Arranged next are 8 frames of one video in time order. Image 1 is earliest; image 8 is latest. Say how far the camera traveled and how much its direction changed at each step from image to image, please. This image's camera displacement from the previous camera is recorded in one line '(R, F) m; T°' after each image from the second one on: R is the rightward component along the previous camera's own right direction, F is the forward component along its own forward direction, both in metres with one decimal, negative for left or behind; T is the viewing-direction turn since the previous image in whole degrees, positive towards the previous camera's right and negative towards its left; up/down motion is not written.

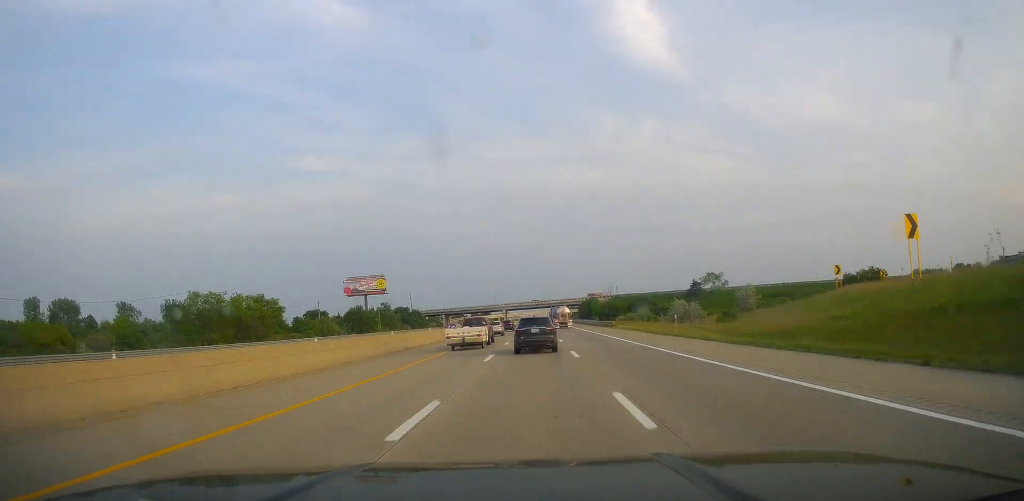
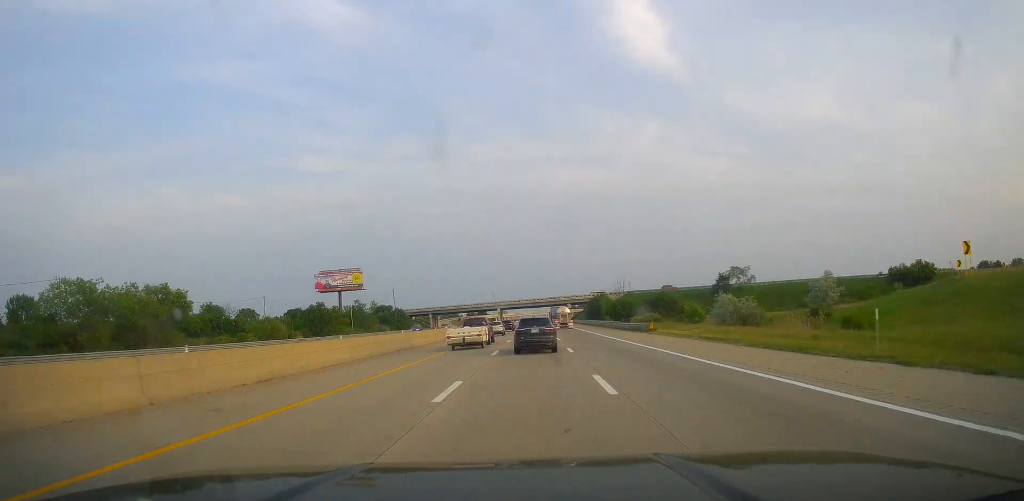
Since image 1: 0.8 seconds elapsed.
(0.0, +26.5) m; 0°
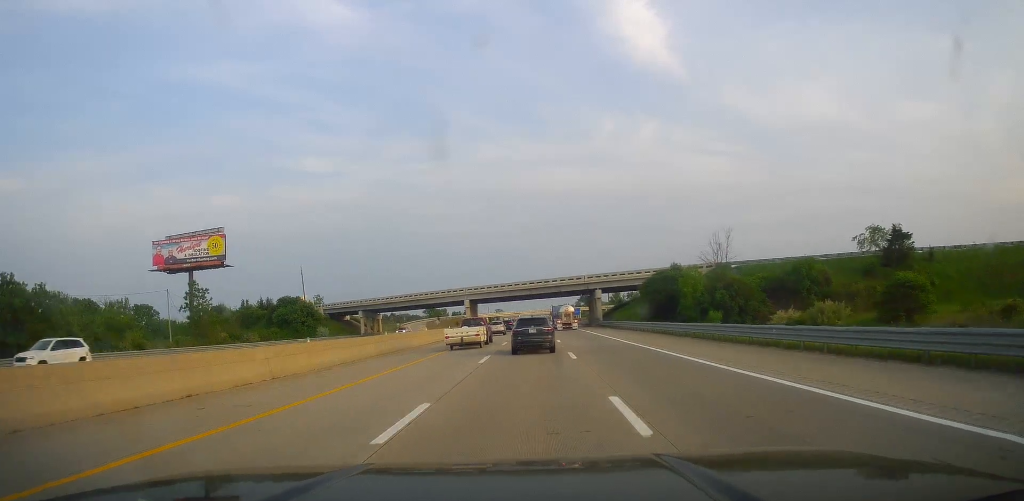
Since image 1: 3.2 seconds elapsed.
(0.0, +80.6) m; 0°
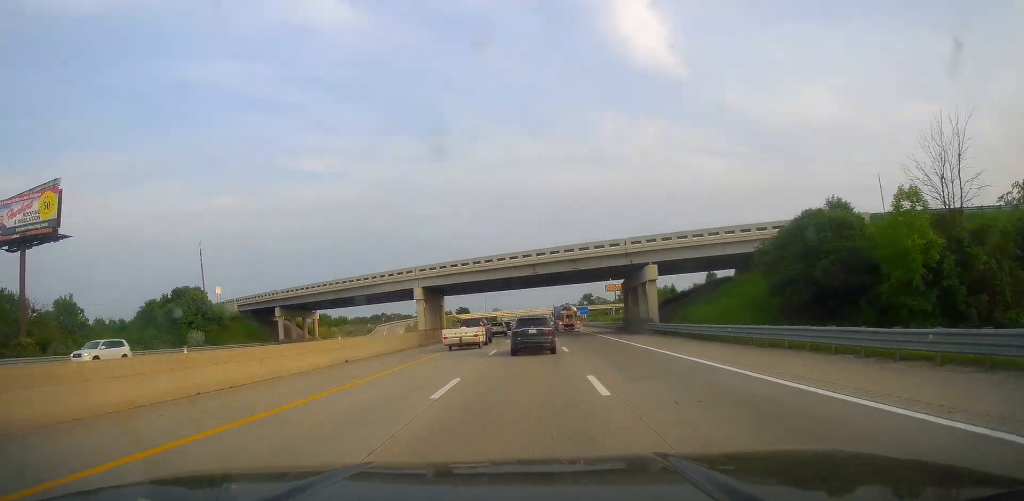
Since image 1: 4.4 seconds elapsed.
(0.0, +40.7) m; 0°
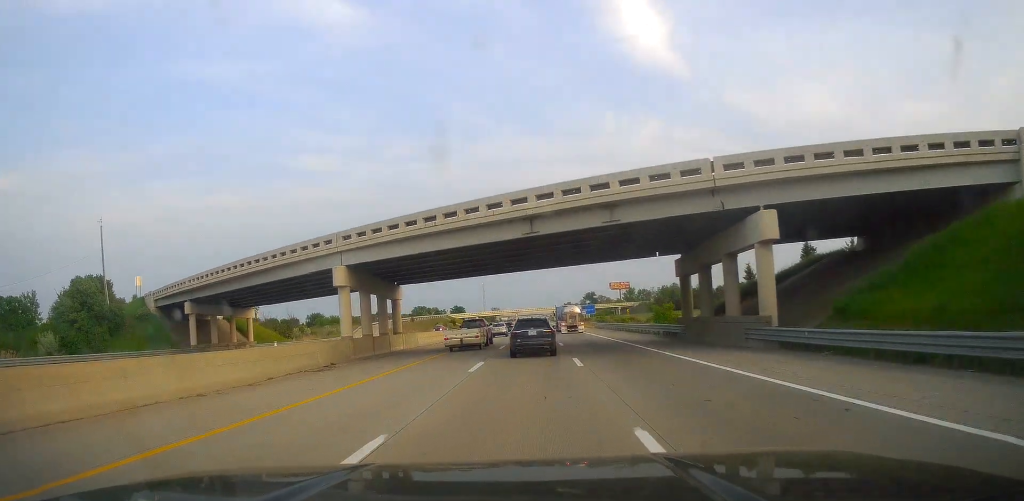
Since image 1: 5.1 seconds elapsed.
(0.0, +23.8) m; 0°
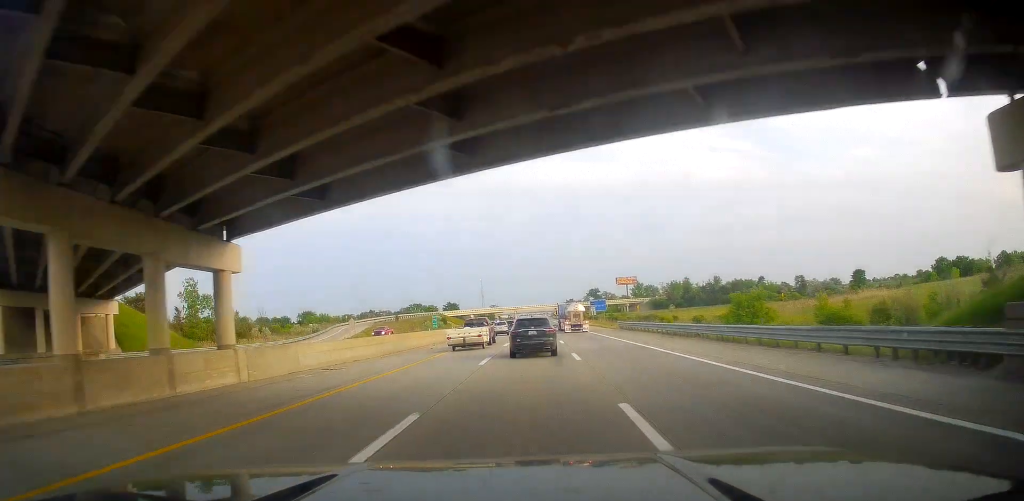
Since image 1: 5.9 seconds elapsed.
(0.0, +28.5) m; 0°
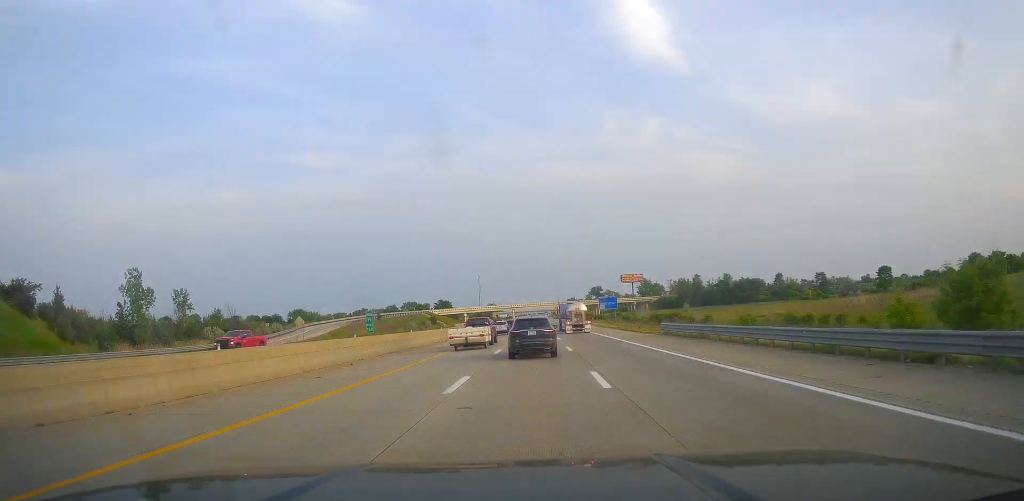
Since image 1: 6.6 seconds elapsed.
(0.0, +23.9) m; 0°
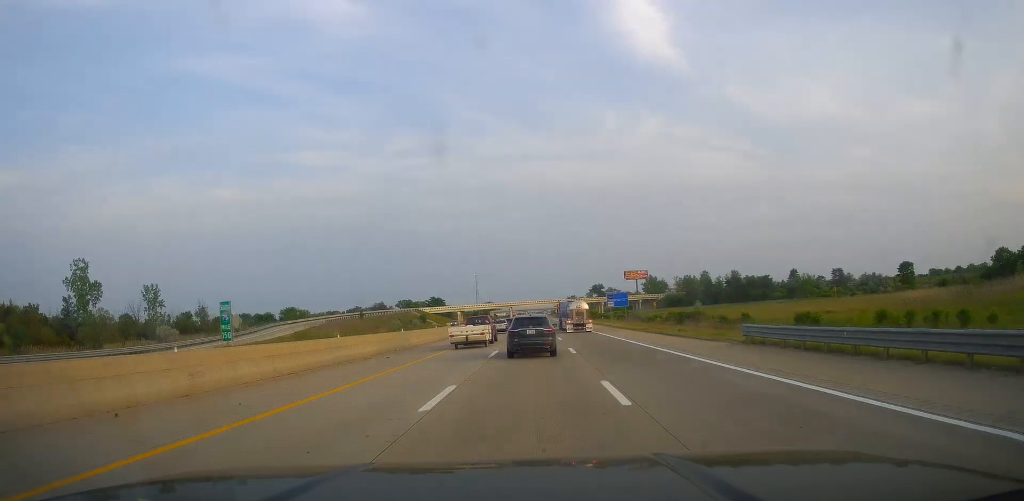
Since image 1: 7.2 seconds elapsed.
(0.0, +18.2) m; 0°
